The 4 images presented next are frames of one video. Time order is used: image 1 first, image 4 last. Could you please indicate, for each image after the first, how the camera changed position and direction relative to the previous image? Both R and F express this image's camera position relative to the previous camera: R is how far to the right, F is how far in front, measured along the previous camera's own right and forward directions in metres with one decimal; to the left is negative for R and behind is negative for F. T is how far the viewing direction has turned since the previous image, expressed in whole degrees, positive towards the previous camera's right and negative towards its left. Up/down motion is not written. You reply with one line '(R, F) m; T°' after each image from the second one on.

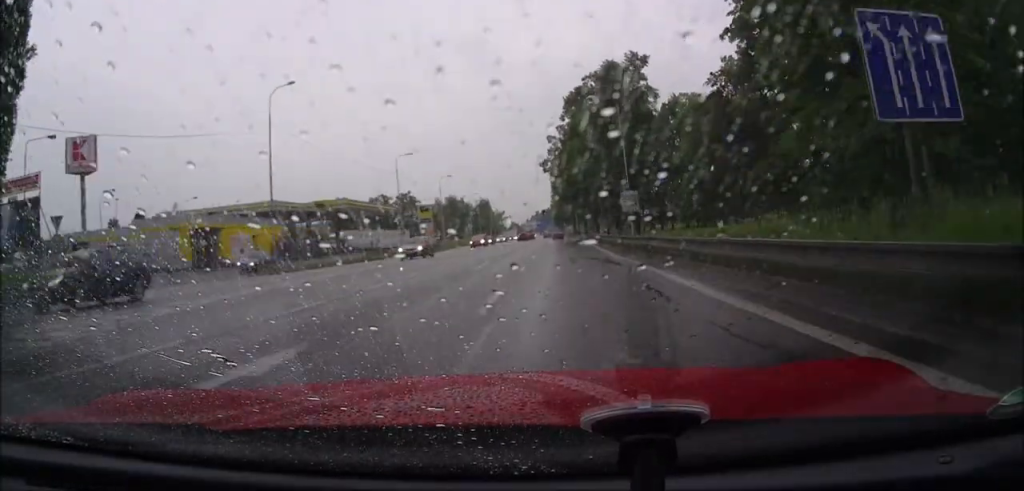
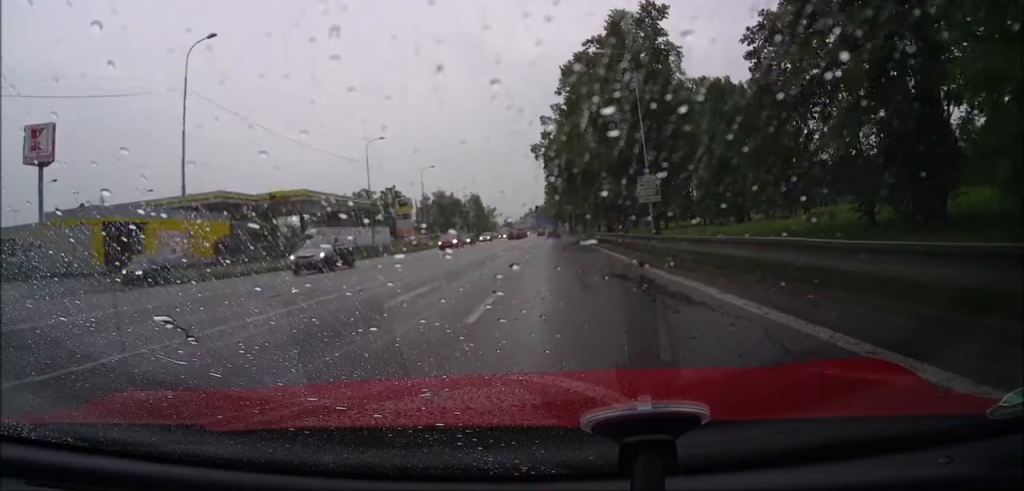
(+0.1, +8.0) m; +2°
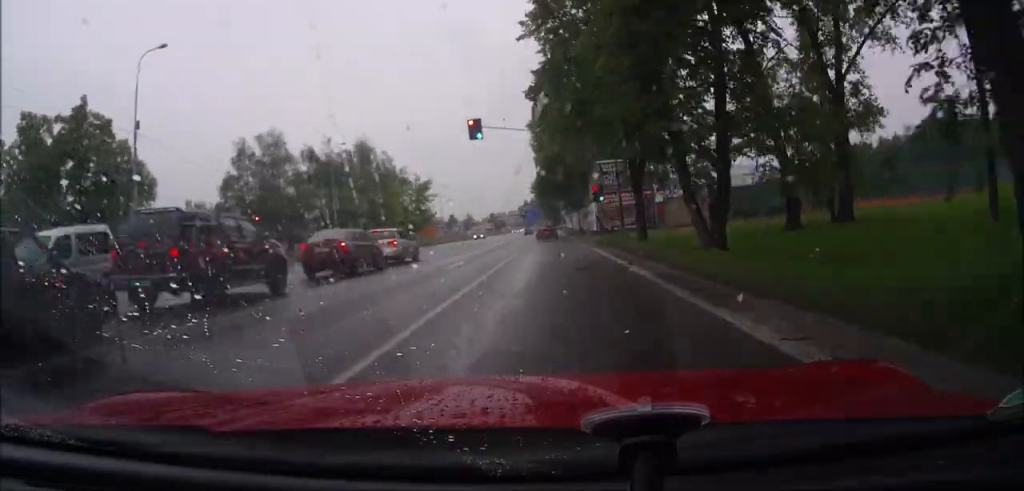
(+7.2, +102.2) m; +5°
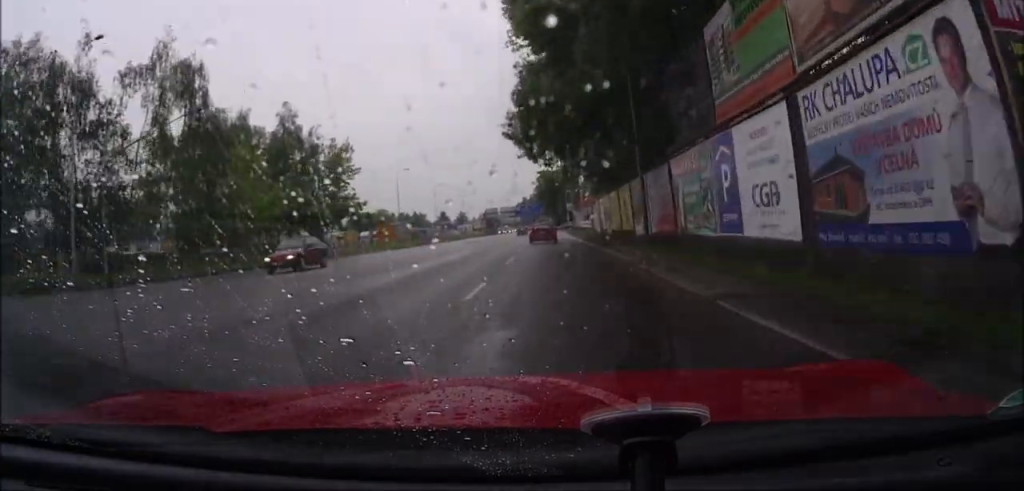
(-0.2, +47.3) m; 0°
